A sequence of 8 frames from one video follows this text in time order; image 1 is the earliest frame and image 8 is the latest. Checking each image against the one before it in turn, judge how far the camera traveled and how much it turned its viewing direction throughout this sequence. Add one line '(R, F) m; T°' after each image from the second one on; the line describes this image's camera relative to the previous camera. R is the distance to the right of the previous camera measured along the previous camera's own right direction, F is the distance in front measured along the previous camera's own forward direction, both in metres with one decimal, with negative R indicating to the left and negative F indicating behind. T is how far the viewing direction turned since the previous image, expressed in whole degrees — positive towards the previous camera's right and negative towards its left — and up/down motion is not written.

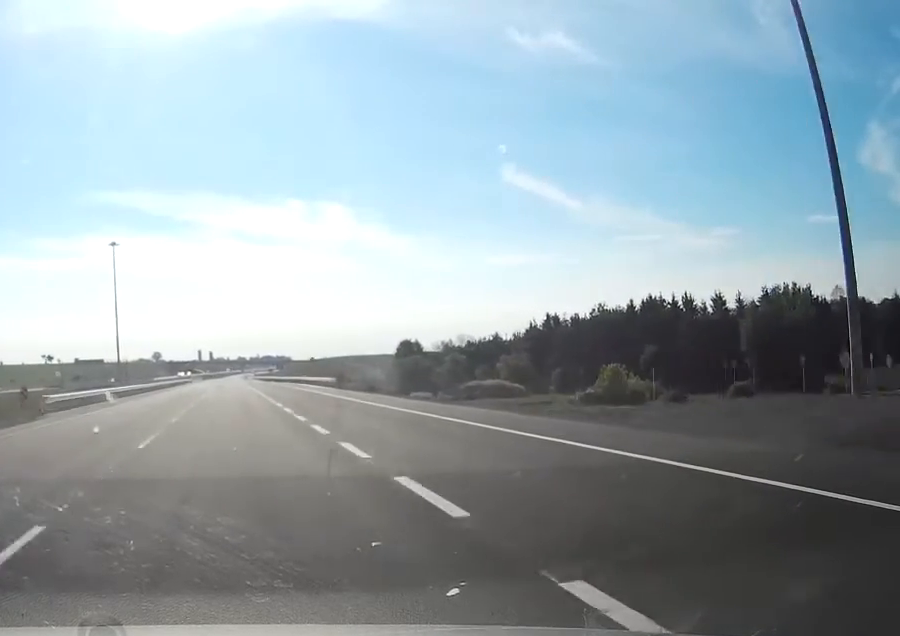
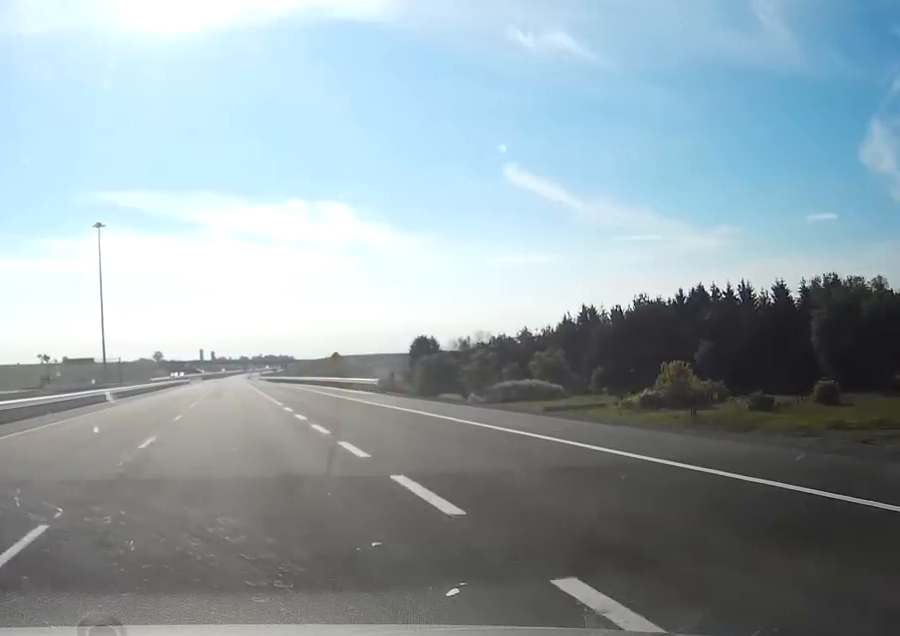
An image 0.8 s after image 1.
(+0.1, +23.7) m; 0°
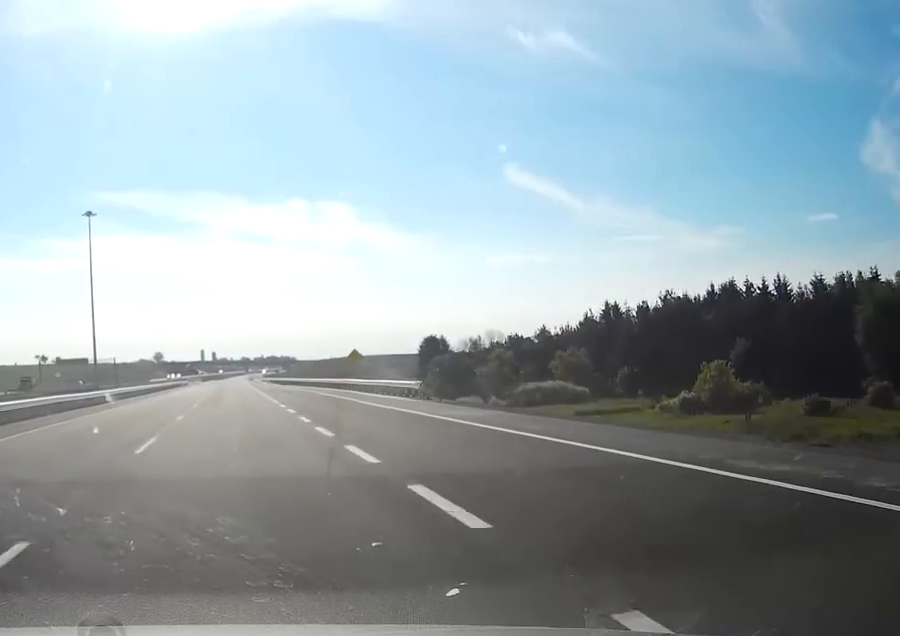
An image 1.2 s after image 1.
(0.0, +12.9) m; 0°
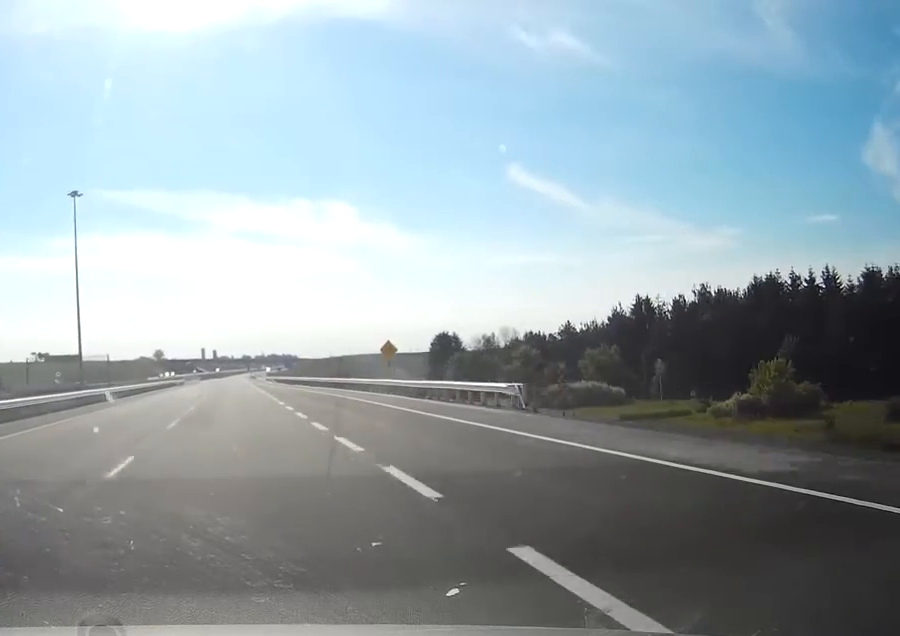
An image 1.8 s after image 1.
(-0.1, +15.8) m; 0°
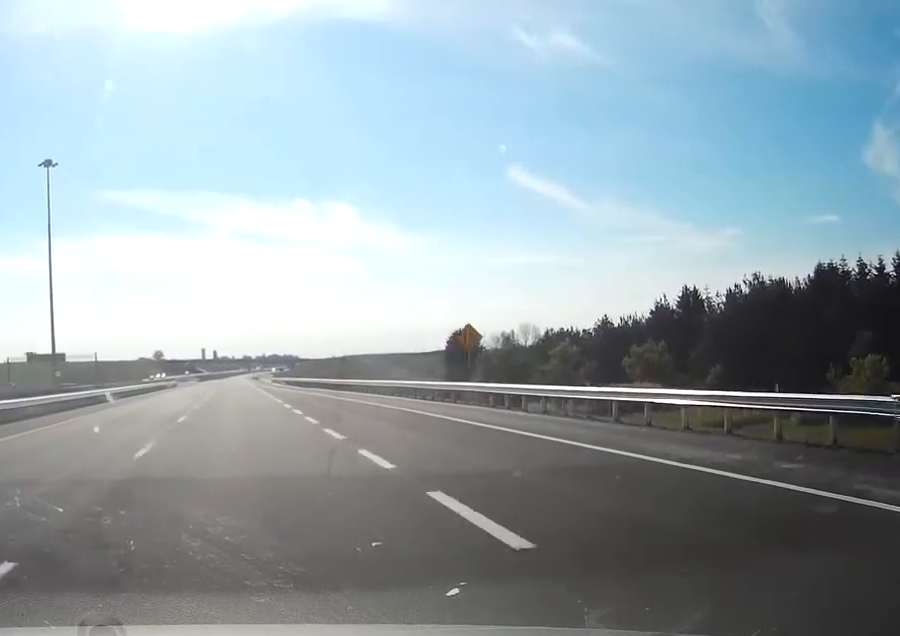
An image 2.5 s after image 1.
(0.0, +20.7) m; 0°
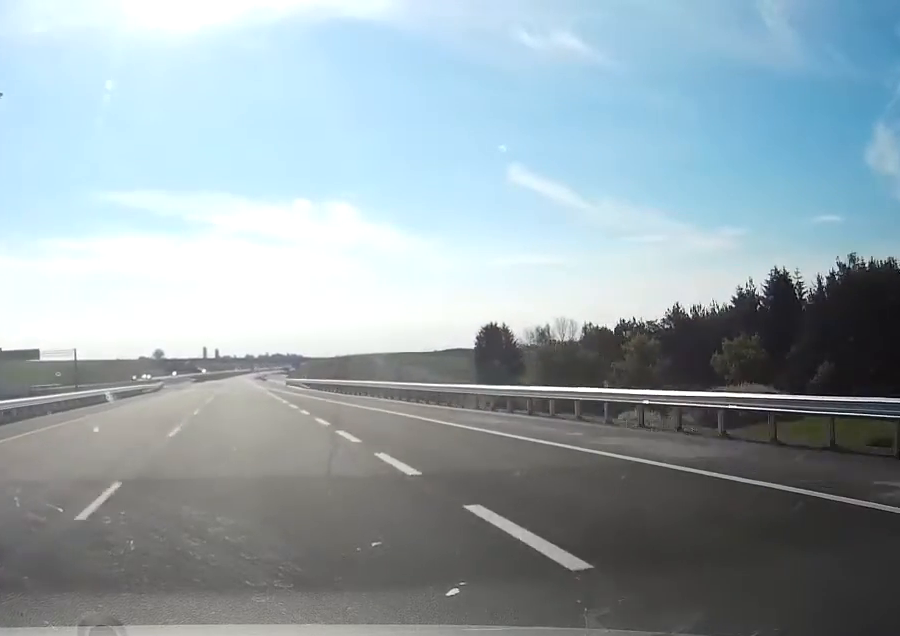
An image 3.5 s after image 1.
(0.0, +30.5) m; 0°
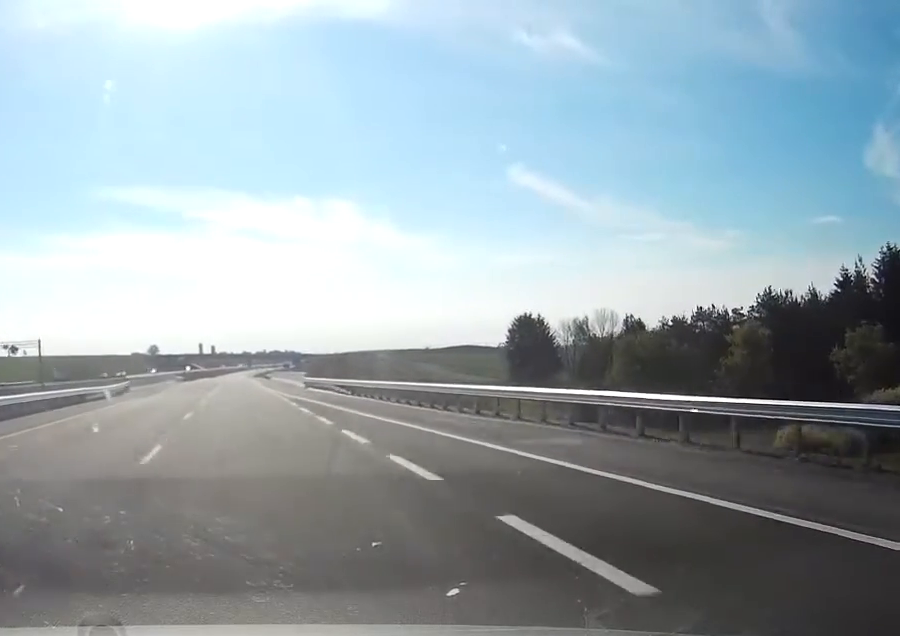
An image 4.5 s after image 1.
(0.0, +30.5) m; 0°
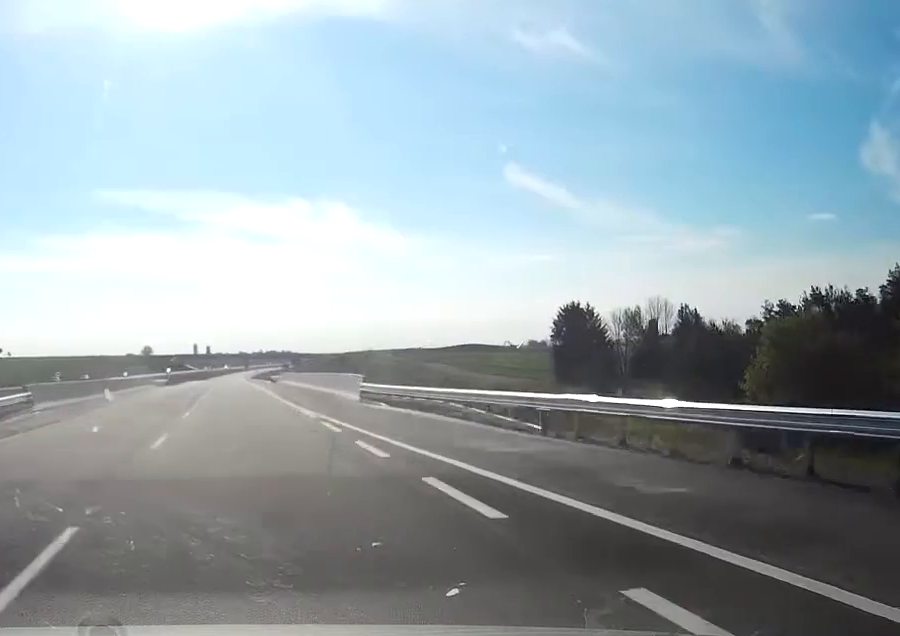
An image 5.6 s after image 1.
(0.0, +32.4) m; 0°
